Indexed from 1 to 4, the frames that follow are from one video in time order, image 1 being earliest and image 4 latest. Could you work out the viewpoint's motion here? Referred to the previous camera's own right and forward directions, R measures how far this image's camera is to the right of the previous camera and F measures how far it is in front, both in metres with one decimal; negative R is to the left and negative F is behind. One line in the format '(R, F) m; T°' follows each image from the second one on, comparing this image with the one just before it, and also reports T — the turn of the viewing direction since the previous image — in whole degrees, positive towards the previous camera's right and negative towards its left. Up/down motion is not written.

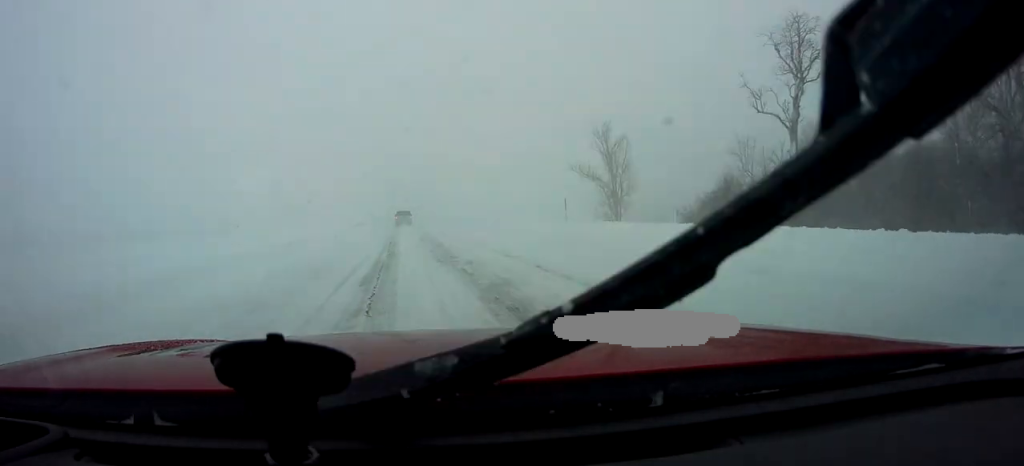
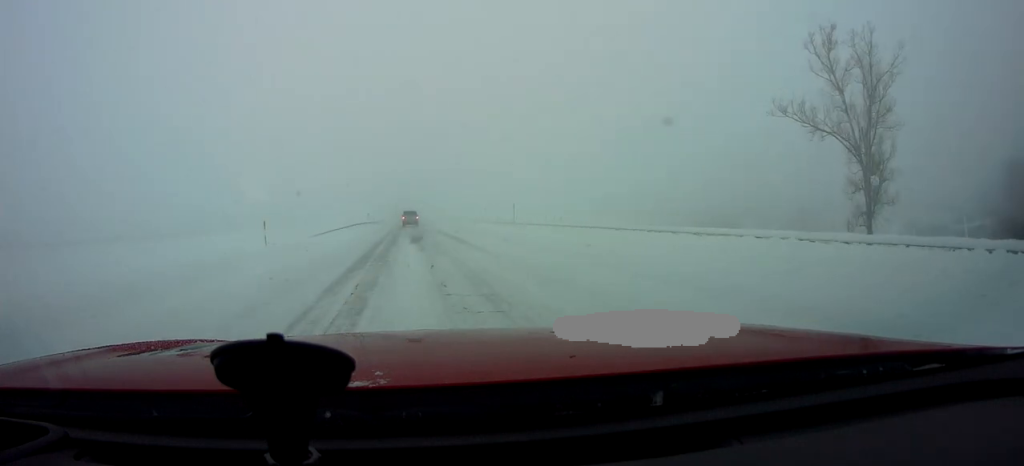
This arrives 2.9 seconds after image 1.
(+1.3, +44.2) m; 0°
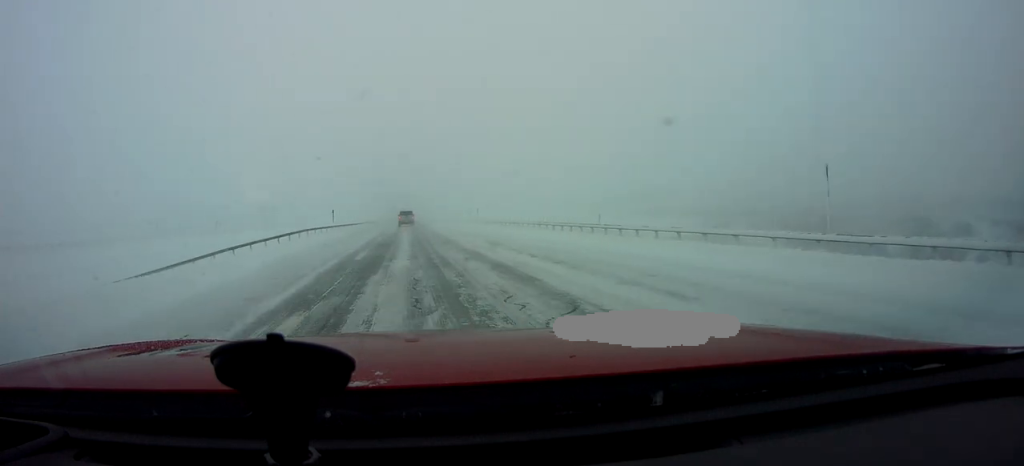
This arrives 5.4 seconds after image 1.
(+0.1, +39.3) m; -1°
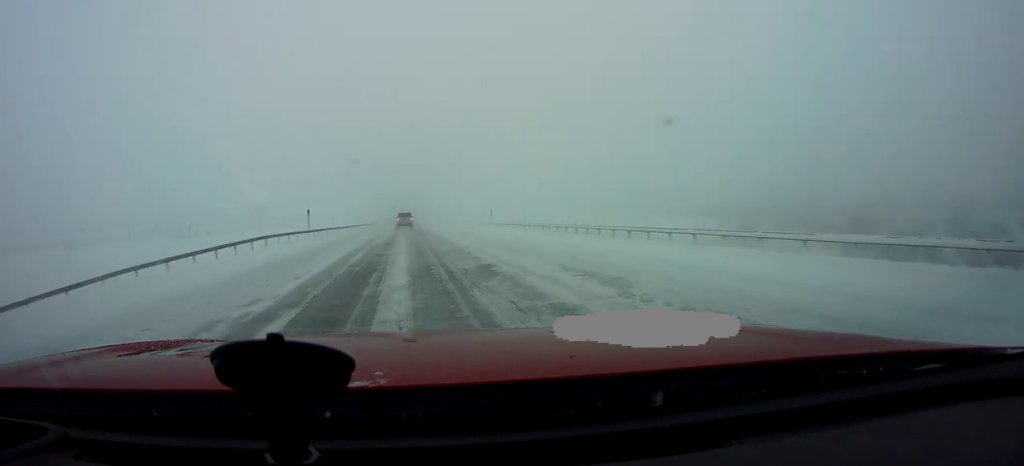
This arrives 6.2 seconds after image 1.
(-0.2, +12.2) m; +1°
